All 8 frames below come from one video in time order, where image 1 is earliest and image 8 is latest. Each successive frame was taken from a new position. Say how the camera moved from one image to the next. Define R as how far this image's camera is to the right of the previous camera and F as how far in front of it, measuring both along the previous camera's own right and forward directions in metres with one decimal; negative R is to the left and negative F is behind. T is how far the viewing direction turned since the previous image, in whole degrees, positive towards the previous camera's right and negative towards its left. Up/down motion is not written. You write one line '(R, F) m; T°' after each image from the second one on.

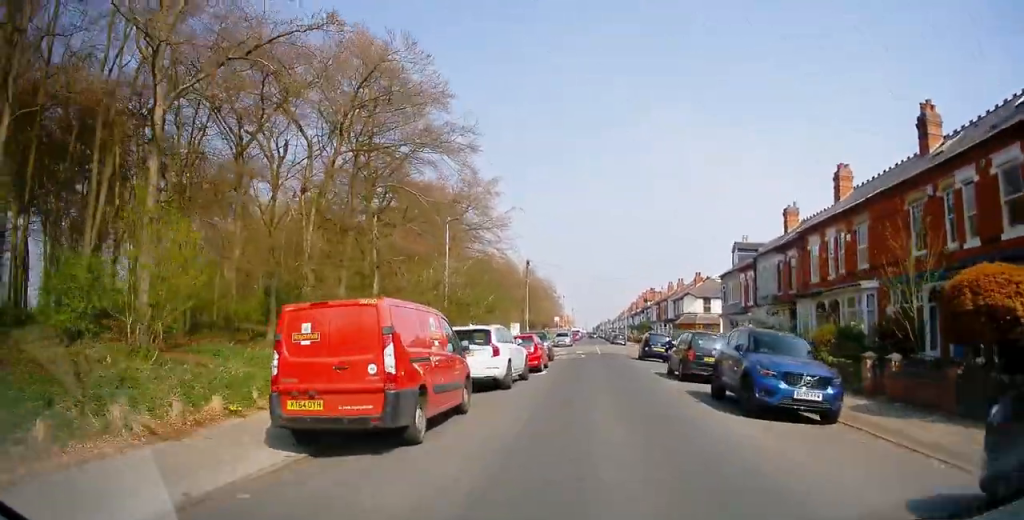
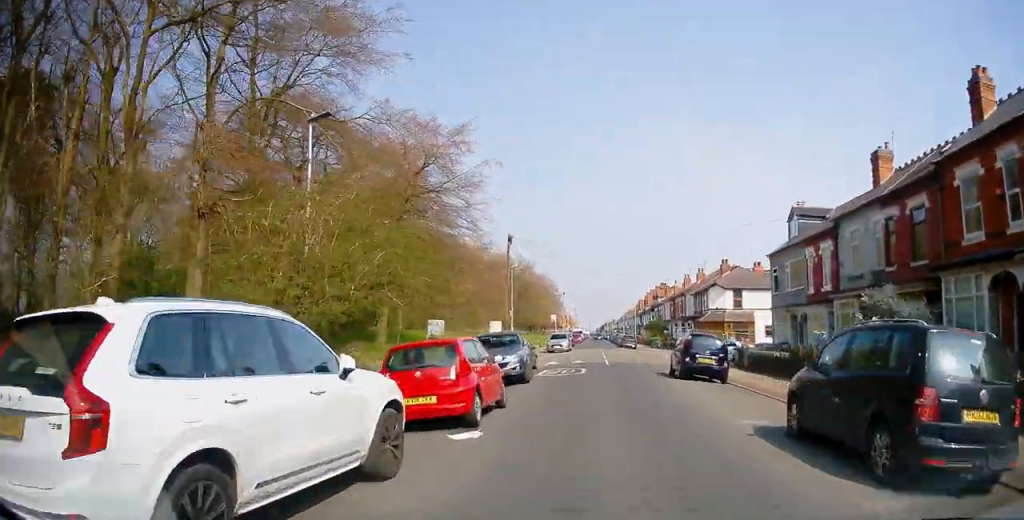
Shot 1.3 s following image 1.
(0.0, +13.9) m; -1°
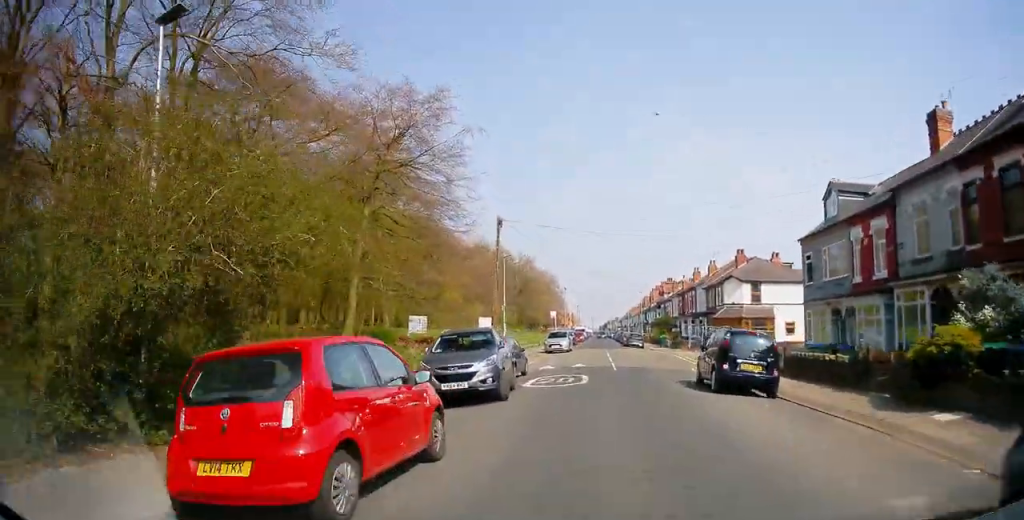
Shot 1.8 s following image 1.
(0.0, +5.0) m; -1°
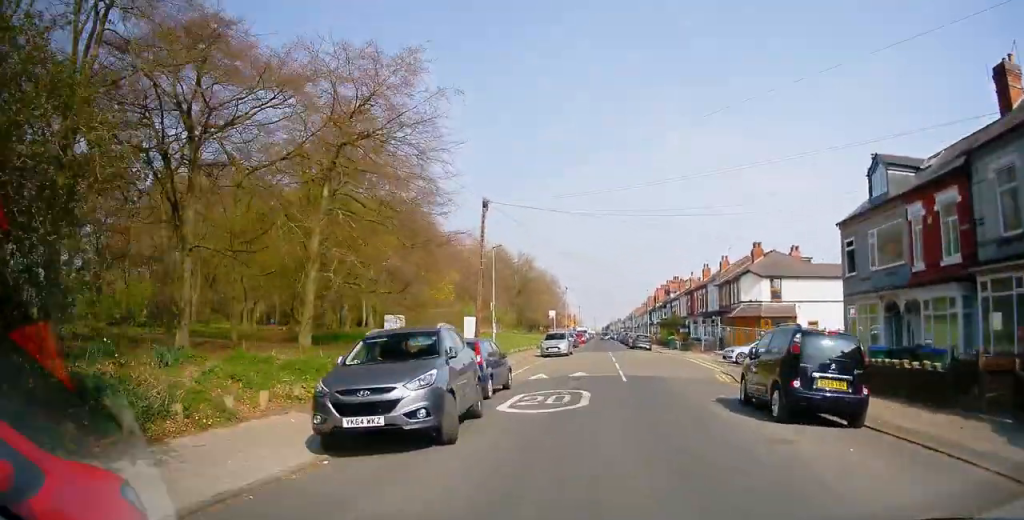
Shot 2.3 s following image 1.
(-0.1, +5.4) m; -1°
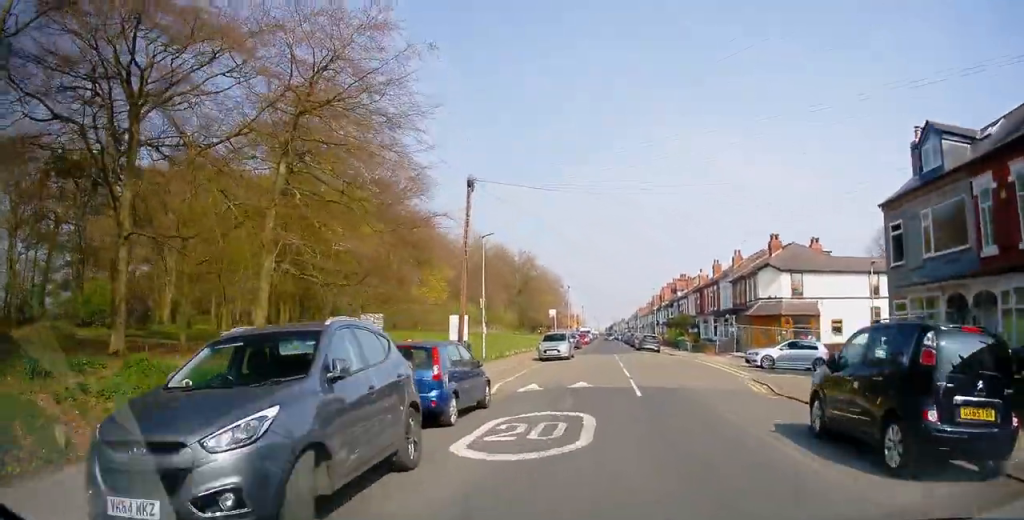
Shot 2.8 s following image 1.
(0.0, +4.1) m; 0°
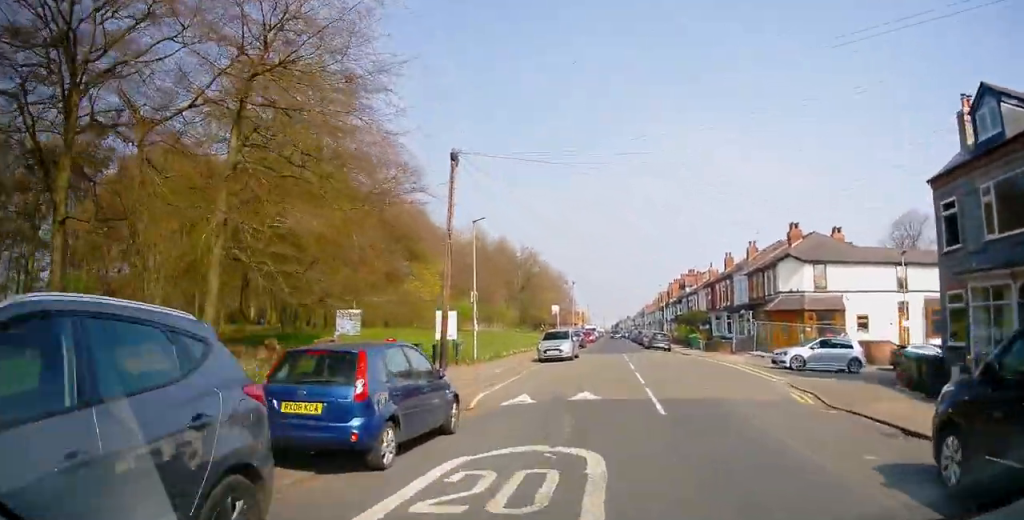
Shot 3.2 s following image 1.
(0.0, +3.8) m; 0°
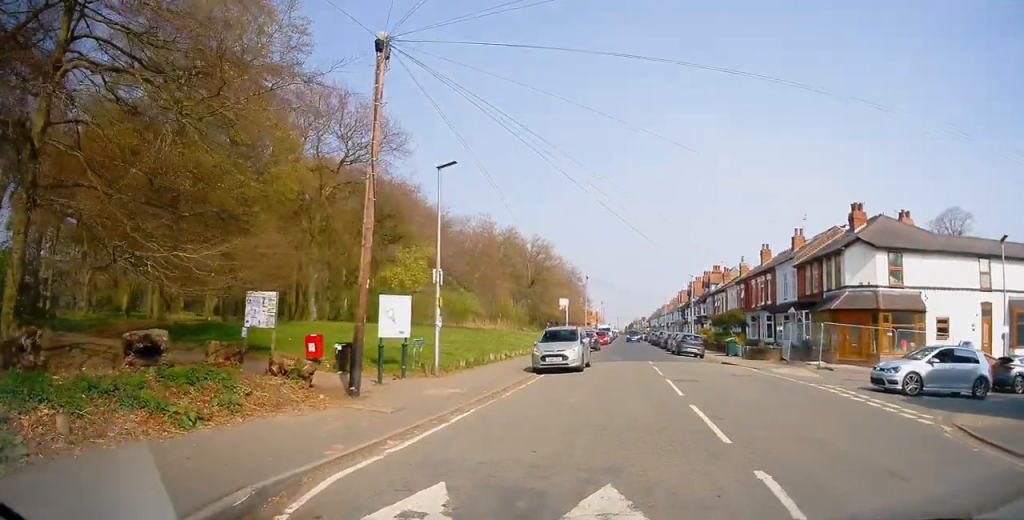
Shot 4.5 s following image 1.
(+0.1, +9.7) m; 0°
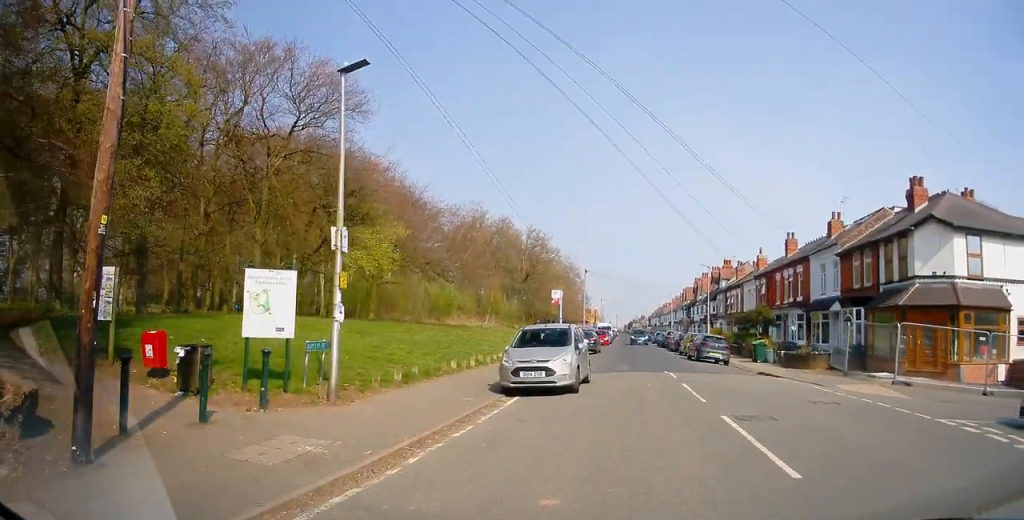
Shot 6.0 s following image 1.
(-0.3, +8.9) m; -3°
